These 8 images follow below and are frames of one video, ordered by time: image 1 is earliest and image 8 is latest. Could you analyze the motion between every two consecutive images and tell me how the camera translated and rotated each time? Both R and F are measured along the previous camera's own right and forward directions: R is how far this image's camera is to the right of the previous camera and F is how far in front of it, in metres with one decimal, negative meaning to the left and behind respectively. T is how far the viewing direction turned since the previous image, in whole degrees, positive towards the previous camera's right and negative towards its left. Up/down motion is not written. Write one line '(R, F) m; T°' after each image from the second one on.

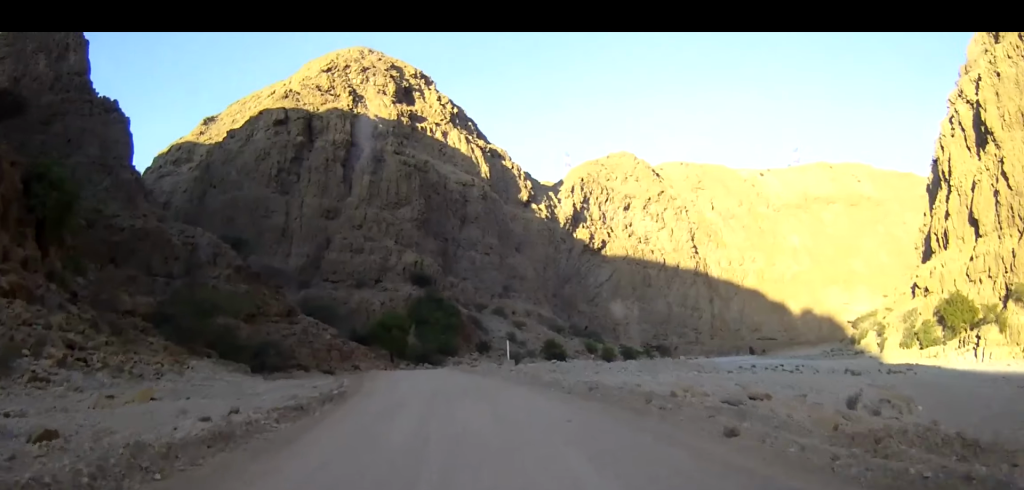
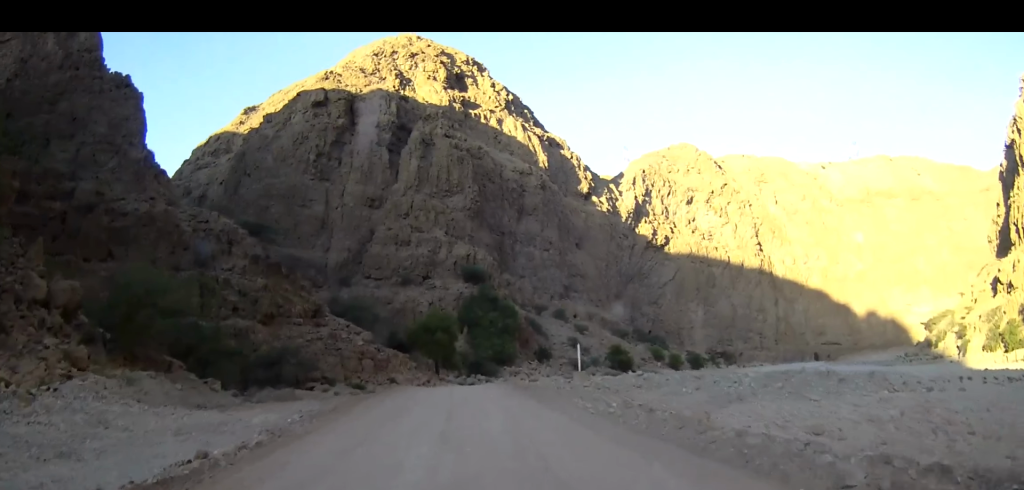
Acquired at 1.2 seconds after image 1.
(-0.6, +16.6) m; -4°
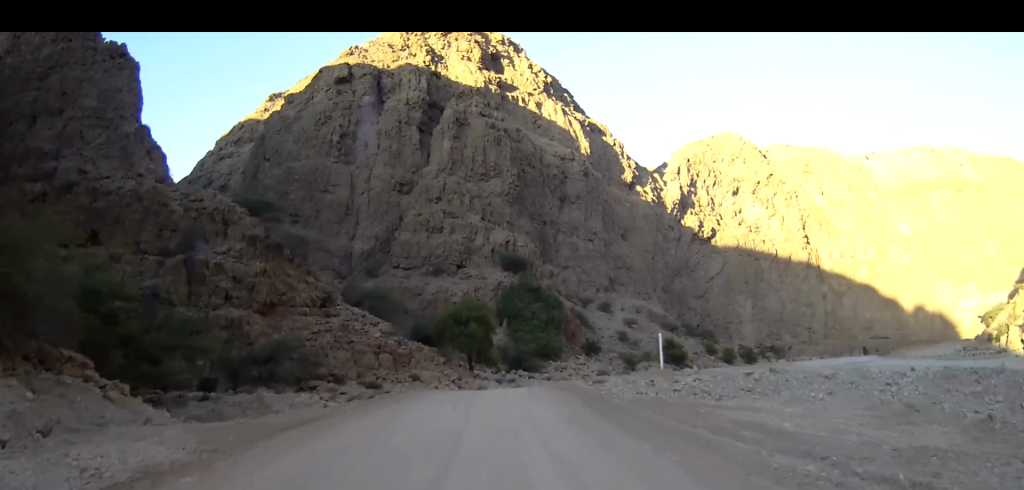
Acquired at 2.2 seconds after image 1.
(-0.5, +15.3) m; -3°
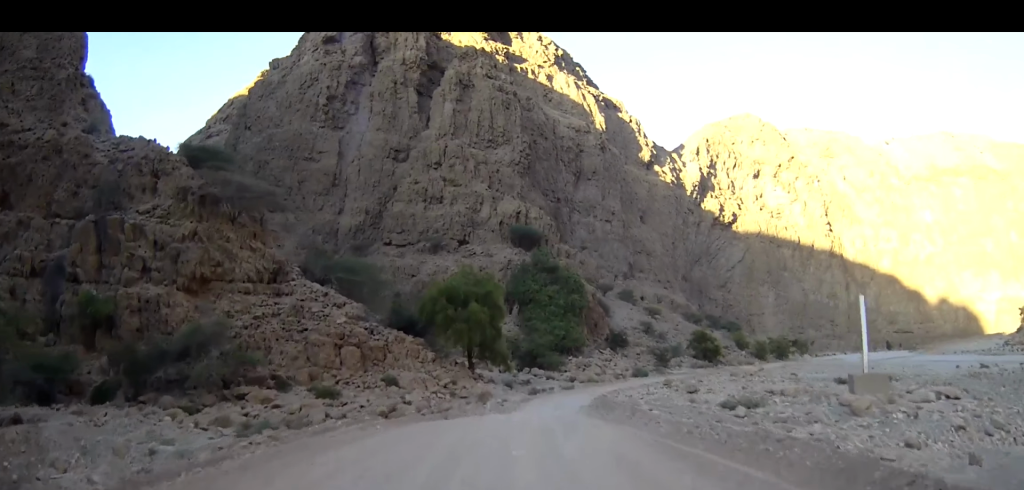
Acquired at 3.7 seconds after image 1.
(-0.4, +22.6) m; -1°
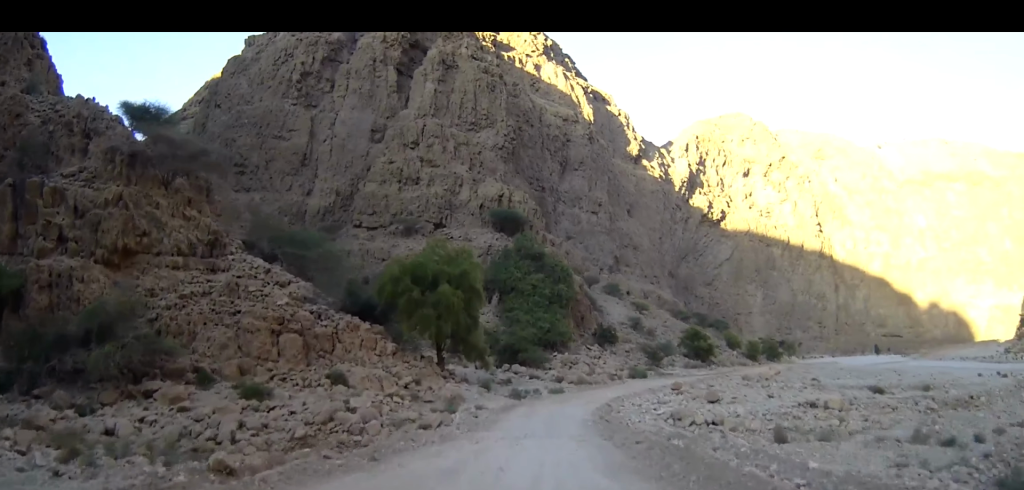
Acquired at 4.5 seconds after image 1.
(0.0, +12.5) m; +1°
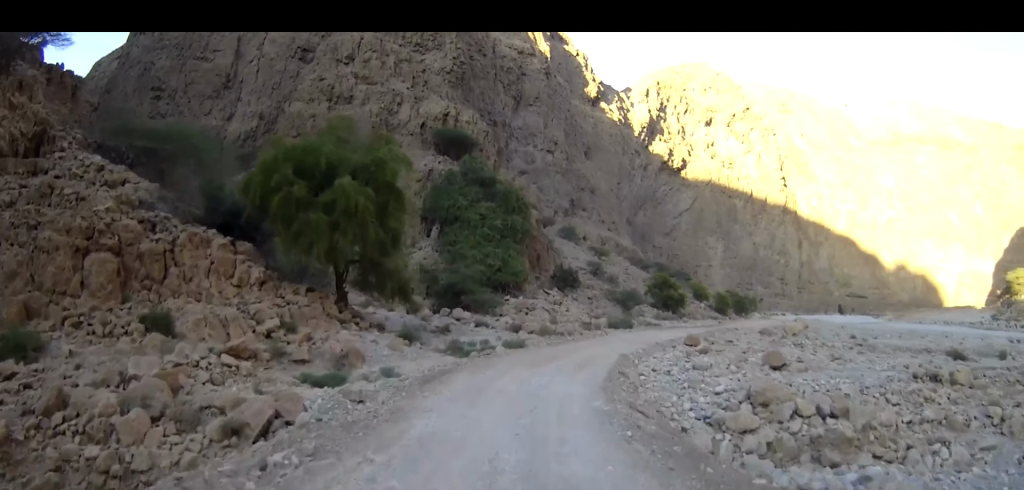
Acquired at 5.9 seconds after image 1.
(+0.7, +18.5) m; +5°
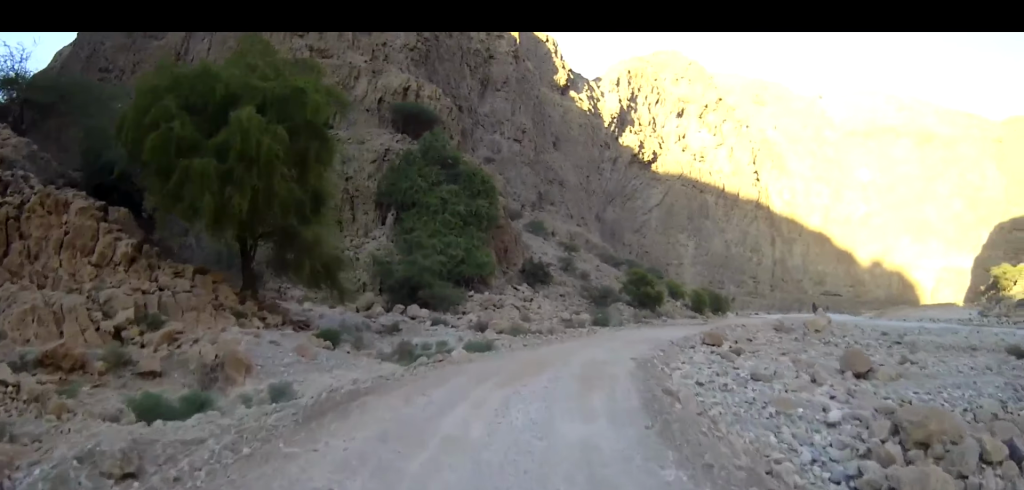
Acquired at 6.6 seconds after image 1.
(+0.2, +8.9) m; +4°
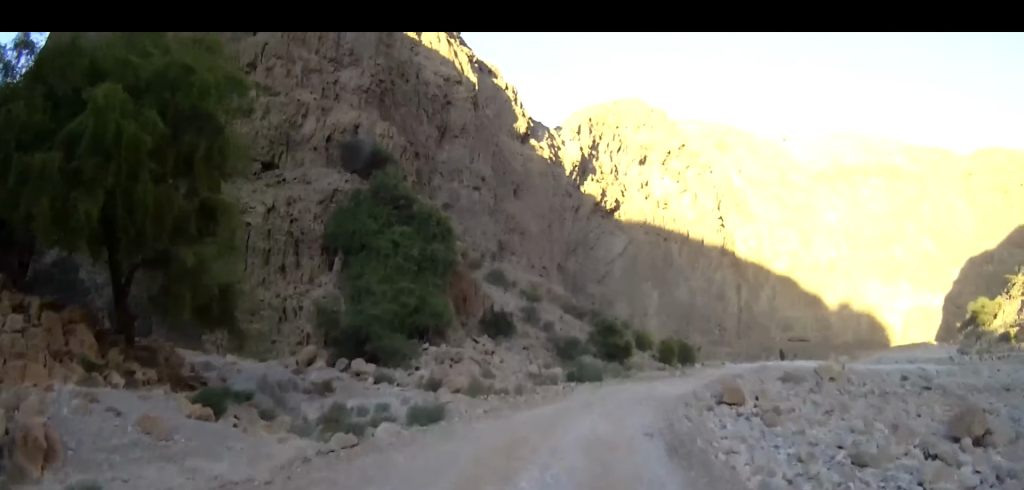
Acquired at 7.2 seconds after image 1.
(+0.1, +6.3) m; +3°
